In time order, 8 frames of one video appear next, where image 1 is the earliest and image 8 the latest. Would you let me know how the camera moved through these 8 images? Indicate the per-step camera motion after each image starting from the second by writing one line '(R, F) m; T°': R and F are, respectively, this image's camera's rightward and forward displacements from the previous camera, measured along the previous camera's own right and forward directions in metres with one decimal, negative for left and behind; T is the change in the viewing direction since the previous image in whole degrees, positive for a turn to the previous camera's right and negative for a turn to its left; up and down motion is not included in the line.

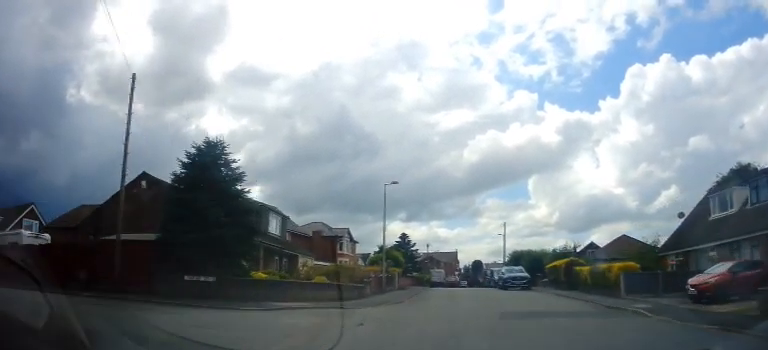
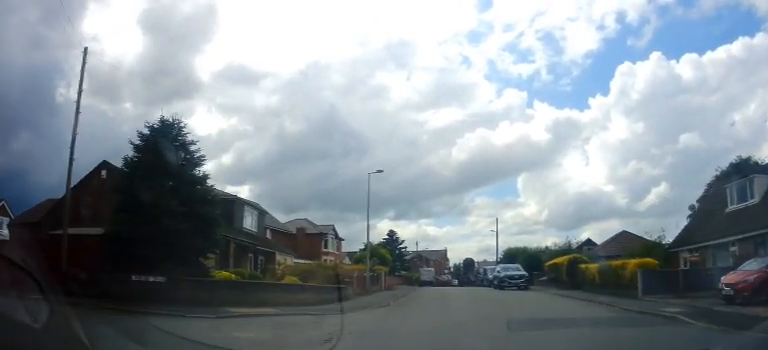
(-0.2, +2.6) m; +1°
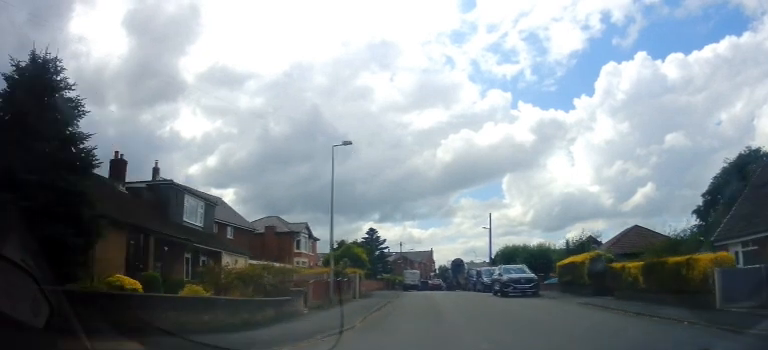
(+0.6, +5.8) m; +6°
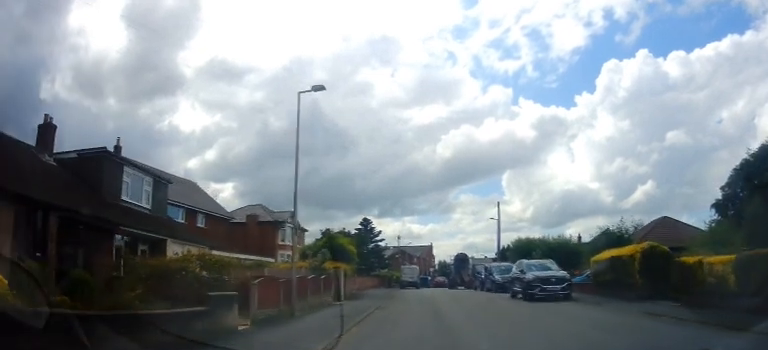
(0.0, +5.4) m; 0°
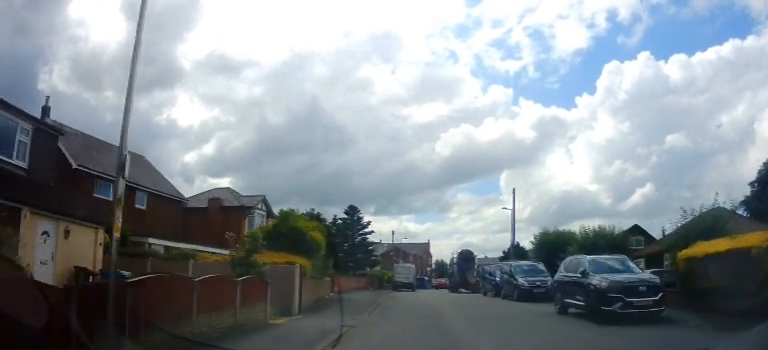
(+0.1, +7.4) m; +1°
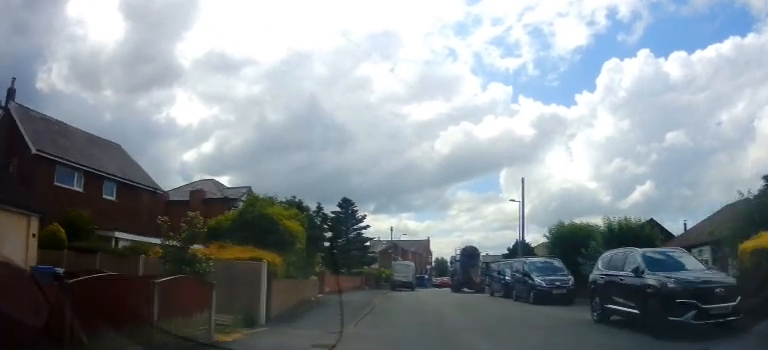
(0.0, +3.0) m; 0°
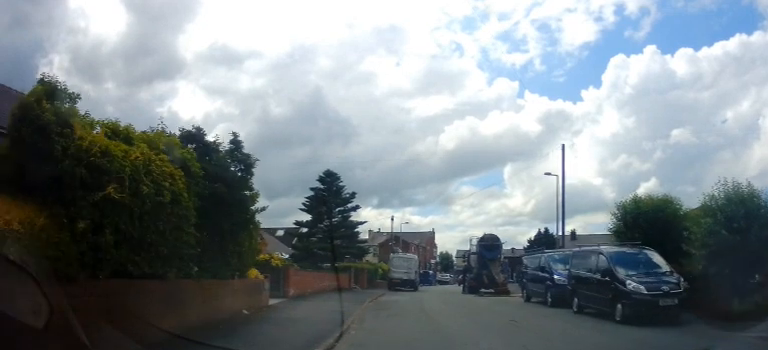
(0.0, +8.2) m; -1°
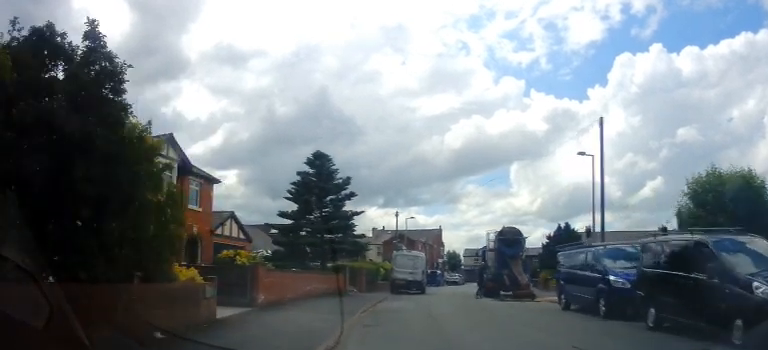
(-0.1, +4.4) m; -1°
